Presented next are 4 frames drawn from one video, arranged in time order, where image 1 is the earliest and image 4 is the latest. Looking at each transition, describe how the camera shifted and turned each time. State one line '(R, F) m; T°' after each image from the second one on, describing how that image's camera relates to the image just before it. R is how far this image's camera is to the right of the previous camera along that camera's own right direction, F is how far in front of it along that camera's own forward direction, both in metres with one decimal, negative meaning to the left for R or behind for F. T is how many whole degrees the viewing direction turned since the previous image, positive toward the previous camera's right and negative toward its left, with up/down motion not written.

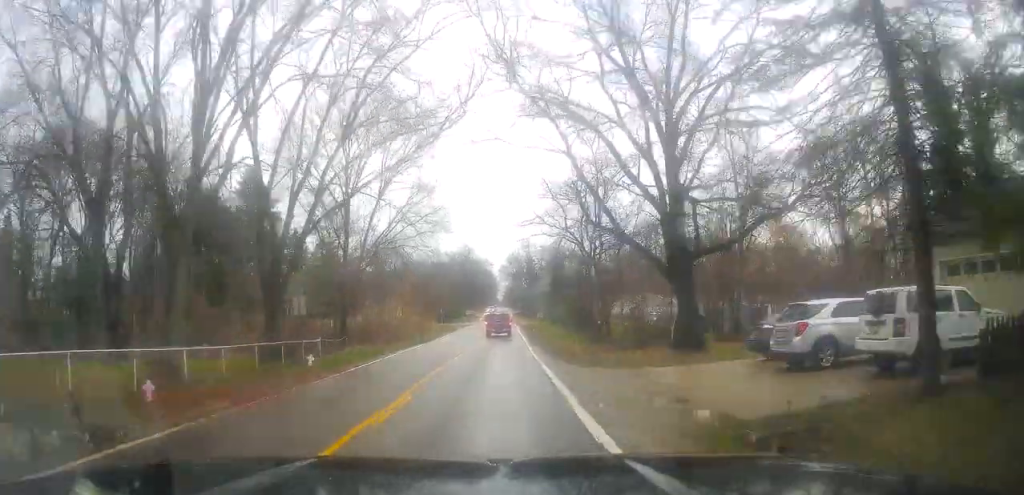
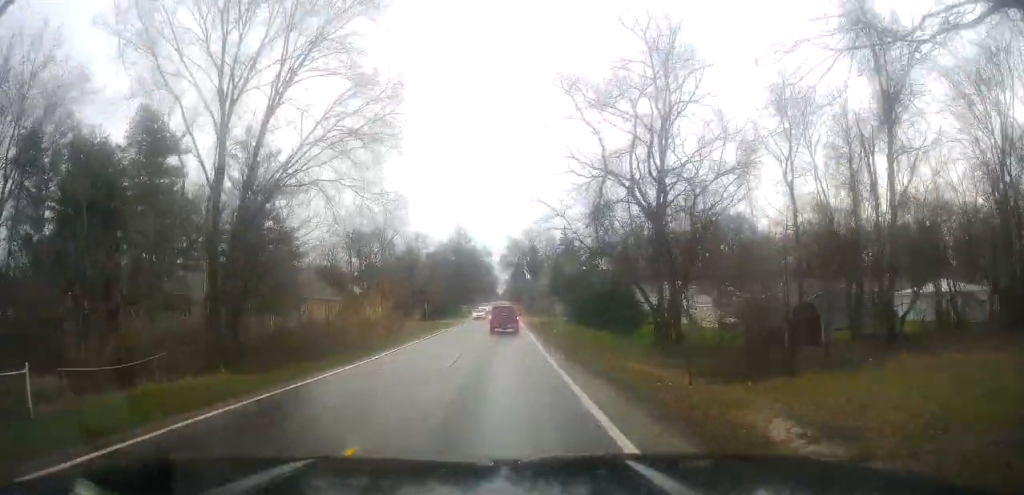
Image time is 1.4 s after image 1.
(+0.1, +21.0) m; 0°
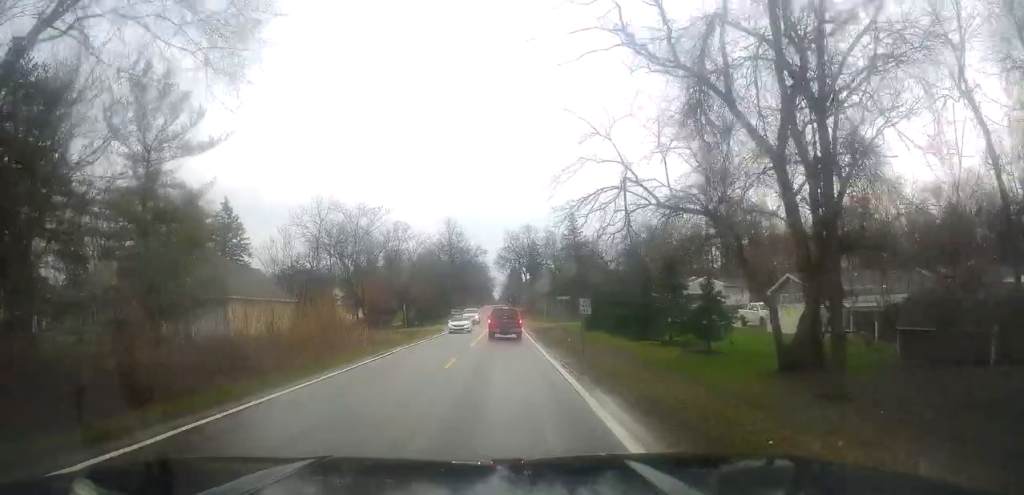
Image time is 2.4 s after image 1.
(0.0, +15.1) m; +1°
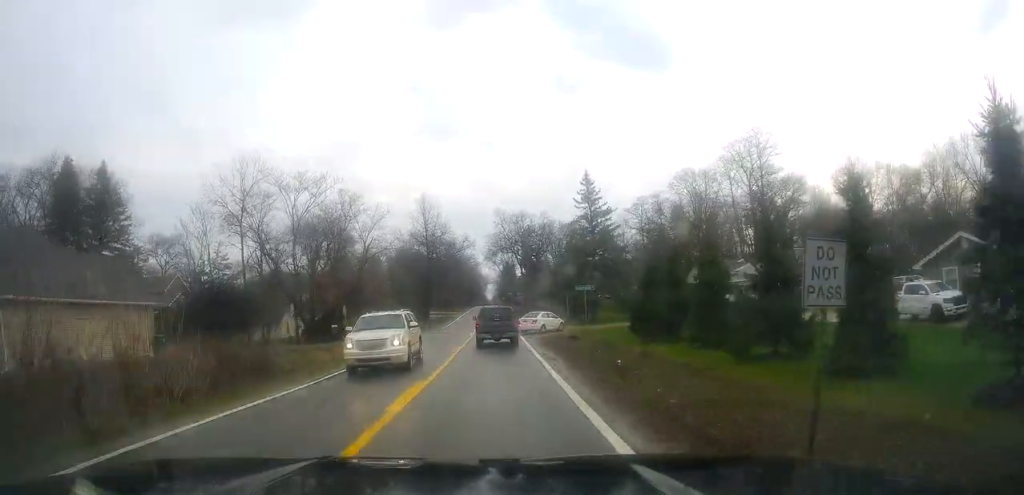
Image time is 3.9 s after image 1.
(+0.4, +22.0) m; +1°
